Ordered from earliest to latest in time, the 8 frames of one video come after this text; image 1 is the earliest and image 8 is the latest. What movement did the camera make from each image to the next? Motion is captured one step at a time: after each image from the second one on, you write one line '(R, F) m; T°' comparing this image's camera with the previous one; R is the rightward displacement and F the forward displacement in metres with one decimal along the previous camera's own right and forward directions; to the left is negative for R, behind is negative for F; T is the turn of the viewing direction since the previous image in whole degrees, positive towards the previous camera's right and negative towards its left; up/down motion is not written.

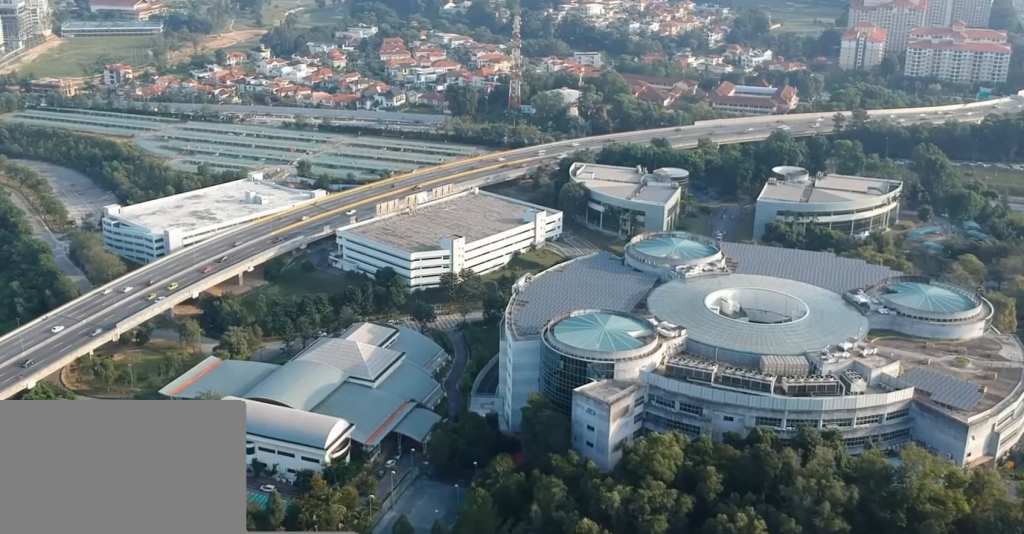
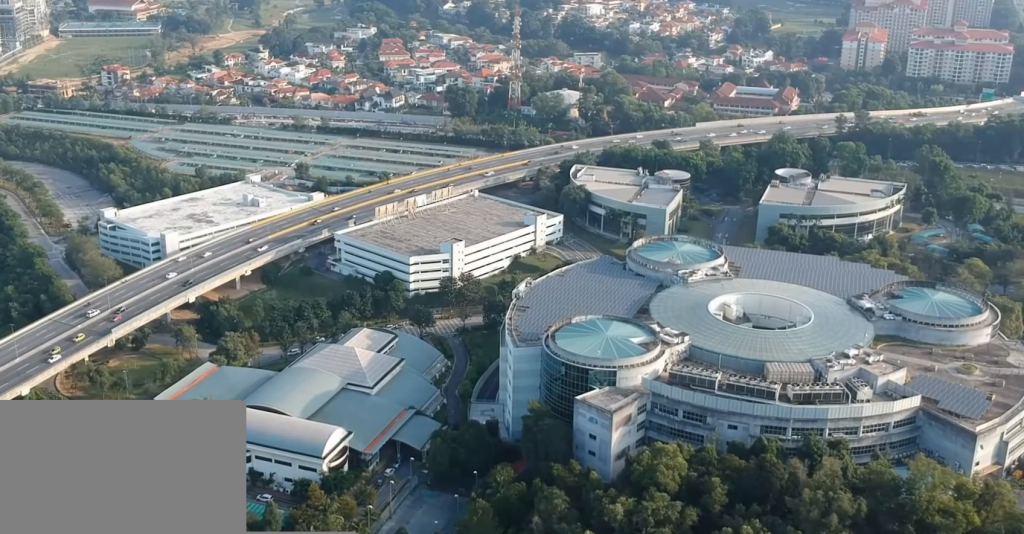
(0.0, +4.7) m; -1°
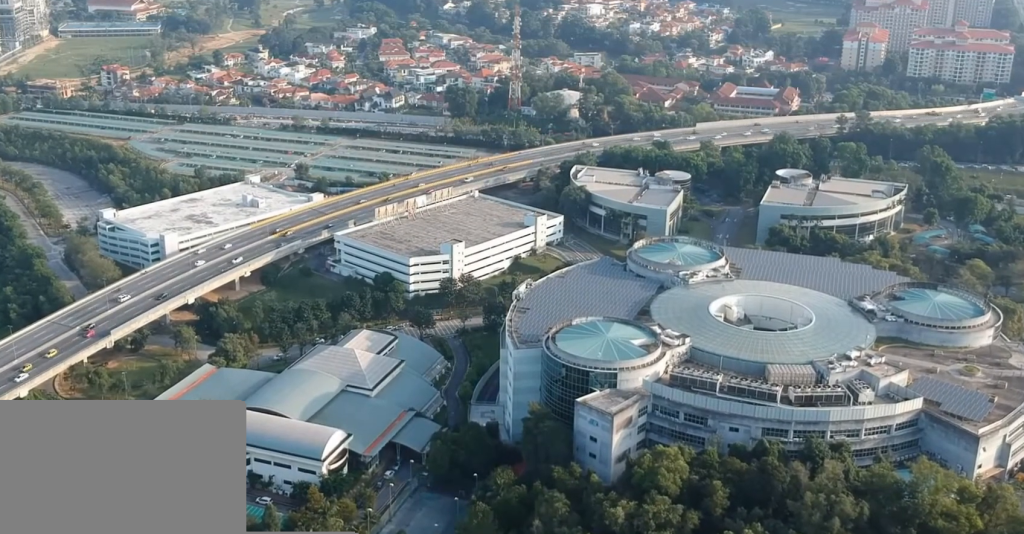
(0.0, +1.3) m; 0°
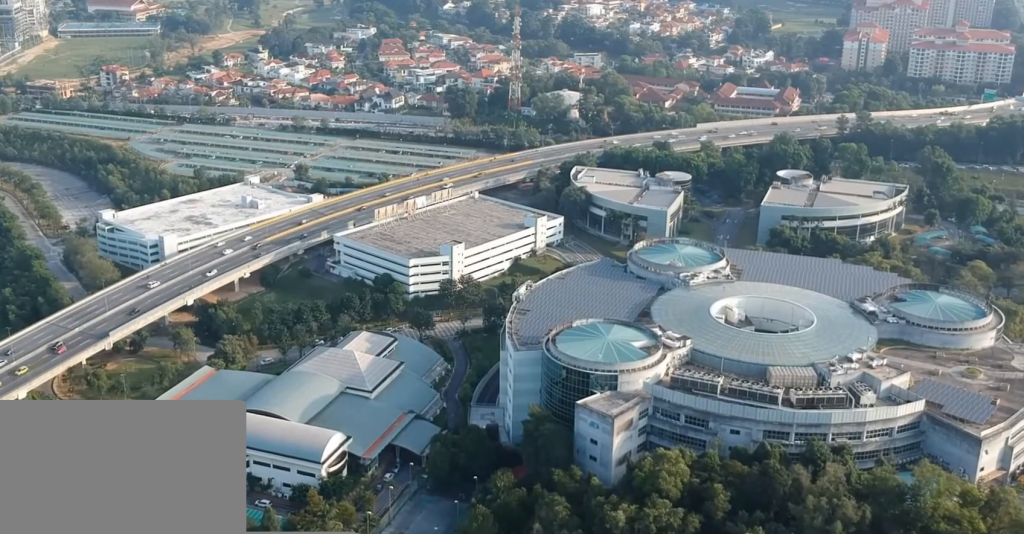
(0.0, +1.2) m; 0°
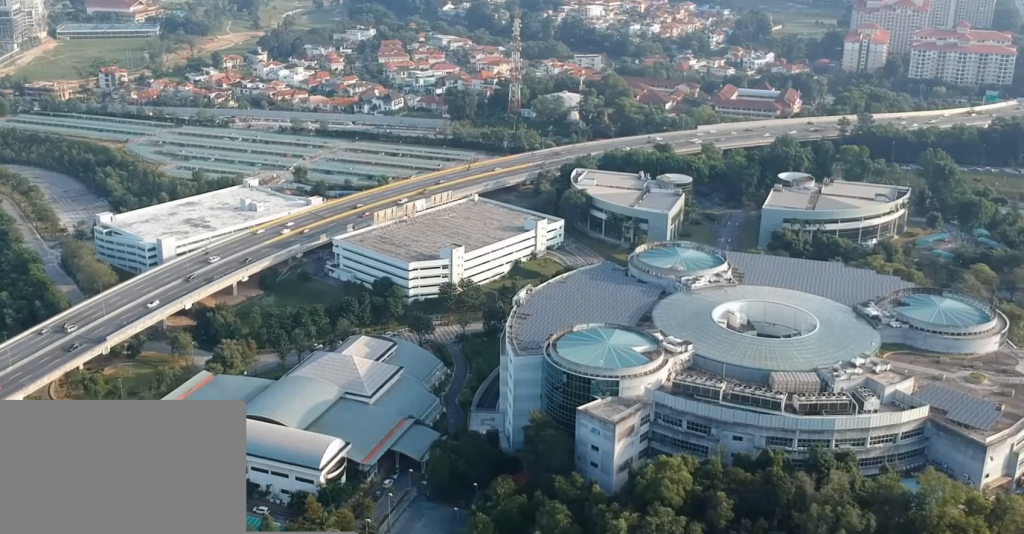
(0.0, +2.8) m; 0°
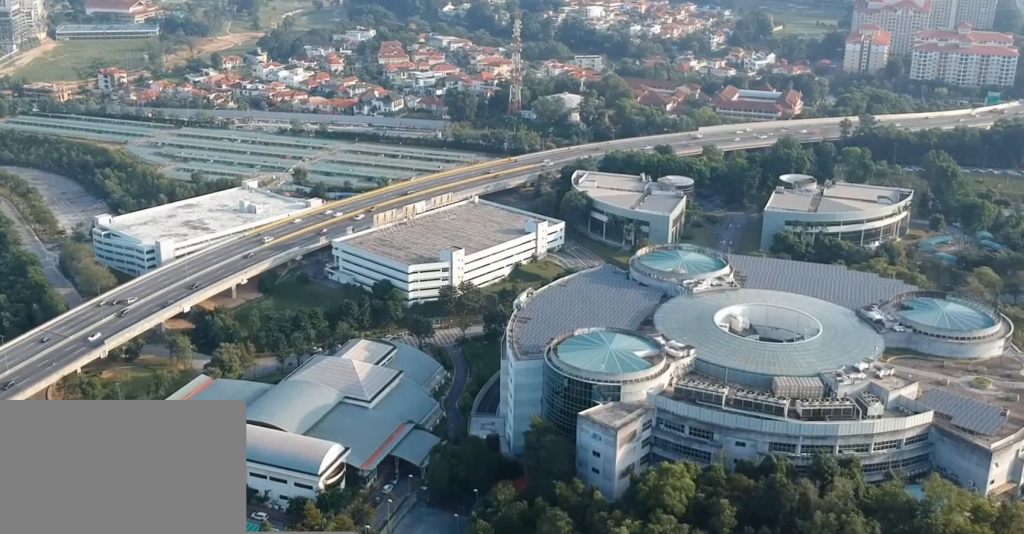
(0.0, +2.6) m; 0°
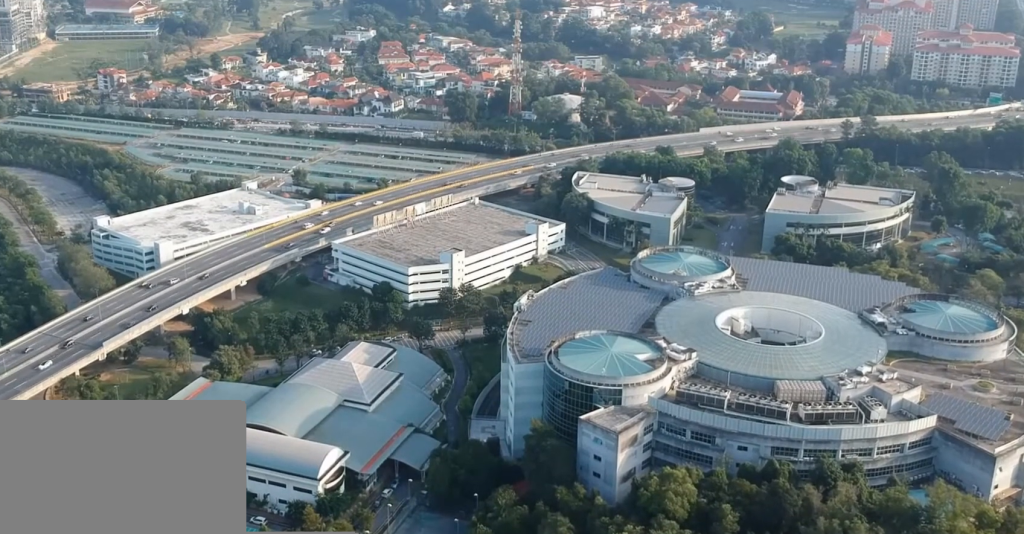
(0.0, +2.0) m; 0°
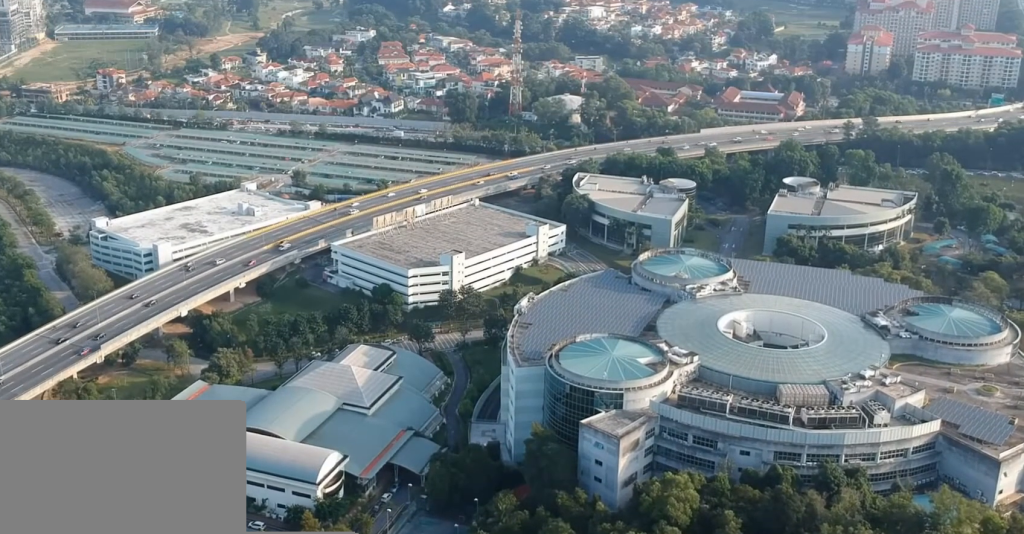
(0.0, +2.4) m; 0°
